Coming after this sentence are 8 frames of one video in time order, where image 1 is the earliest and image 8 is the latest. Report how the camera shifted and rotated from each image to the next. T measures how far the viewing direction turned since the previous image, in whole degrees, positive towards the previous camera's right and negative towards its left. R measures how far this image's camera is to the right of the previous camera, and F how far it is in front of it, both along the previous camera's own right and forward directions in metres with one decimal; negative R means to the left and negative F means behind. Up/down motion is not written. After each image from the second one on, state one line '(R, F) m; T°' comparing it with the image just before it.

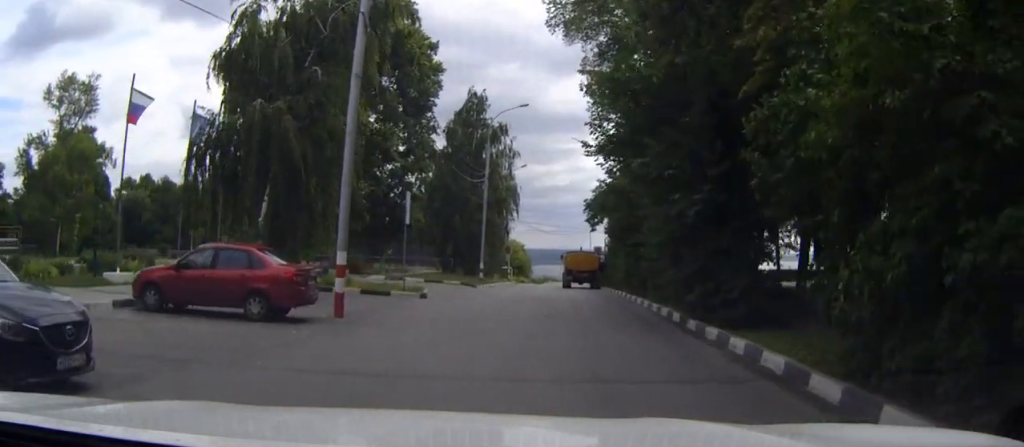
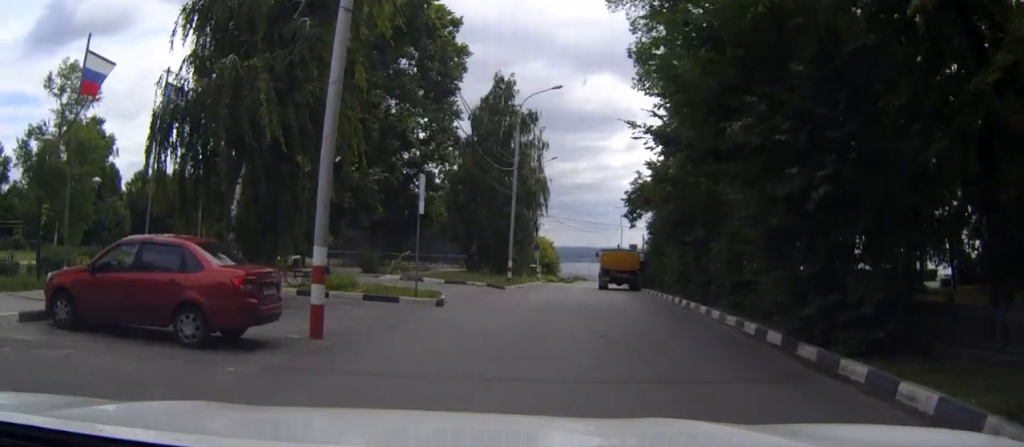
(0.0, +4.7) m; 0°
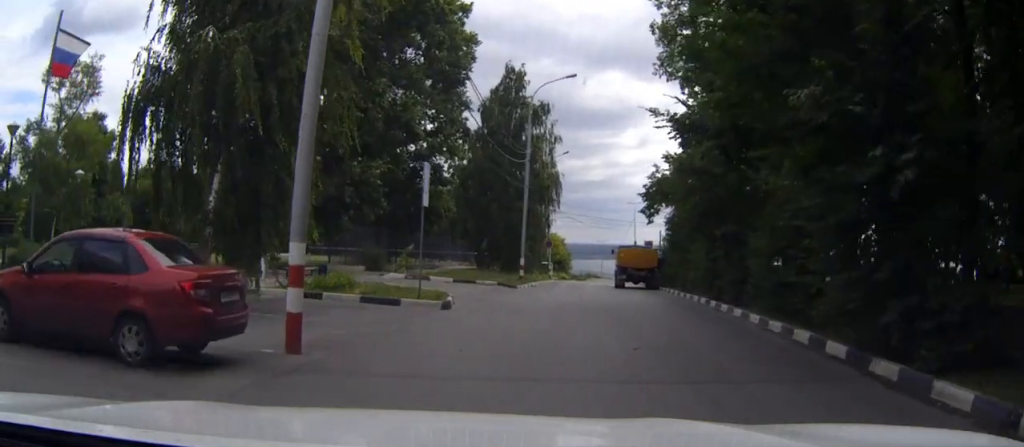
(0.0, +2.2) m; 0°
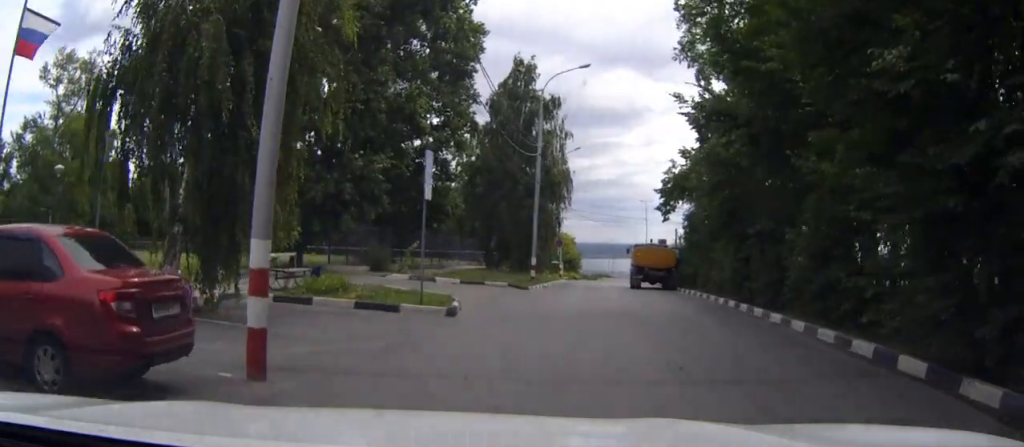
(0.0, +2.2) m; -1°
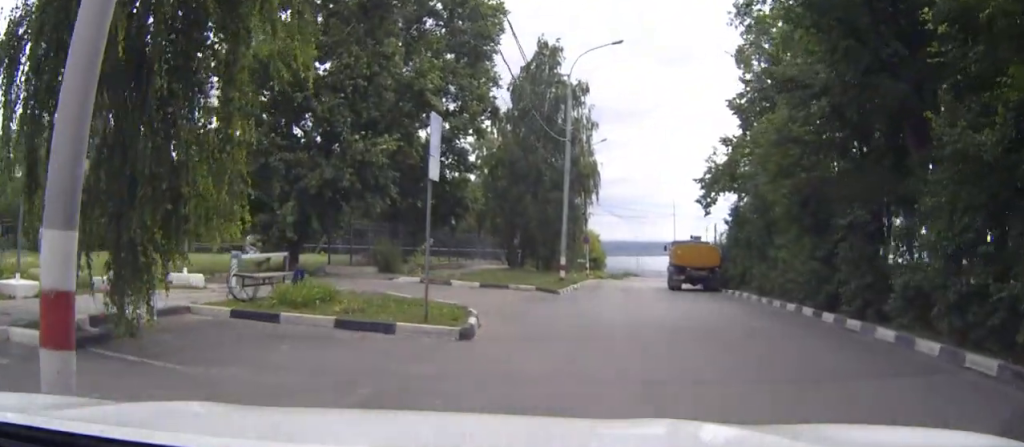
(-0.1, +5.1) m; -2°
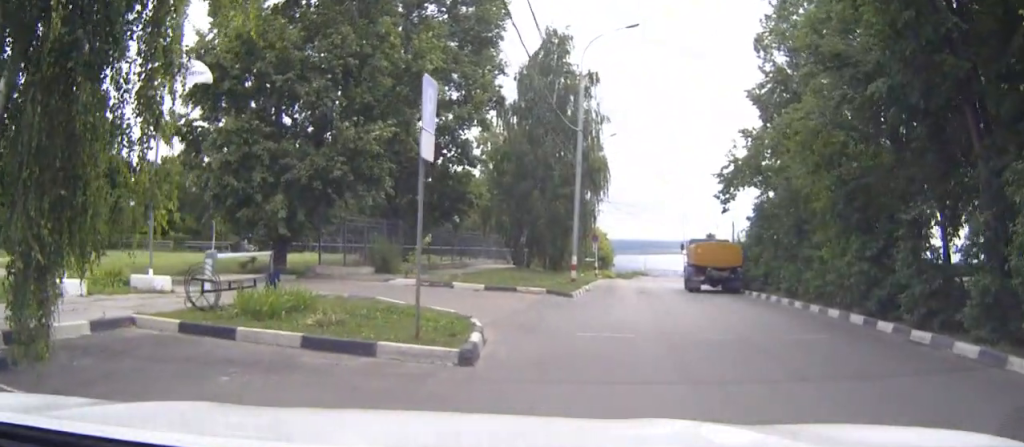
(-0.1, +3.3) m; -5°
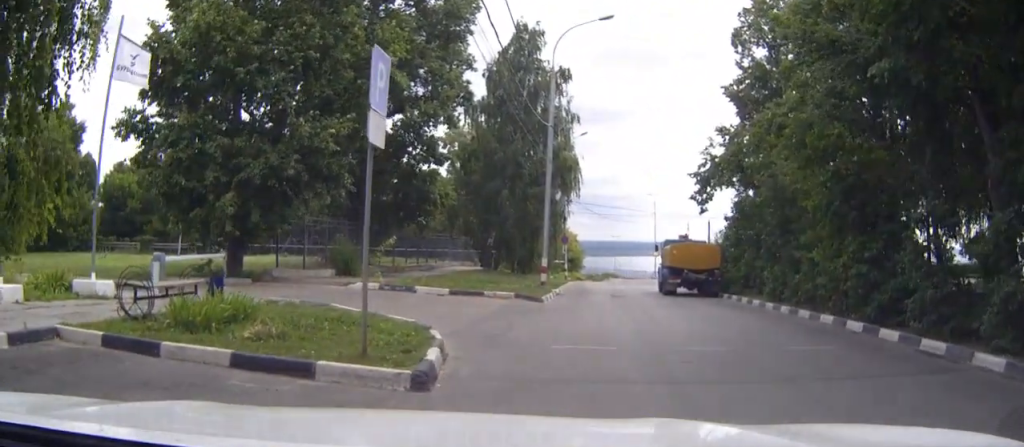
(-0.2, +2.1) m; -3°
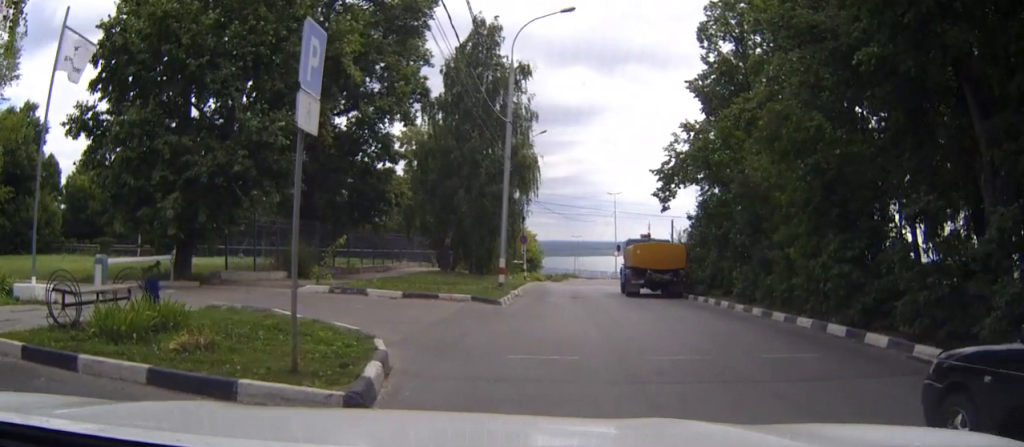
(-0.3, +1.1) m; 0°
